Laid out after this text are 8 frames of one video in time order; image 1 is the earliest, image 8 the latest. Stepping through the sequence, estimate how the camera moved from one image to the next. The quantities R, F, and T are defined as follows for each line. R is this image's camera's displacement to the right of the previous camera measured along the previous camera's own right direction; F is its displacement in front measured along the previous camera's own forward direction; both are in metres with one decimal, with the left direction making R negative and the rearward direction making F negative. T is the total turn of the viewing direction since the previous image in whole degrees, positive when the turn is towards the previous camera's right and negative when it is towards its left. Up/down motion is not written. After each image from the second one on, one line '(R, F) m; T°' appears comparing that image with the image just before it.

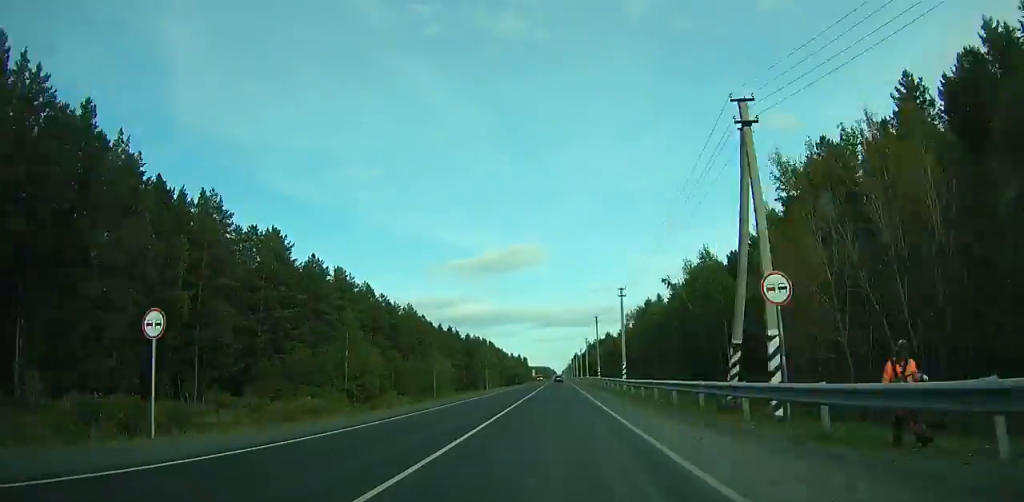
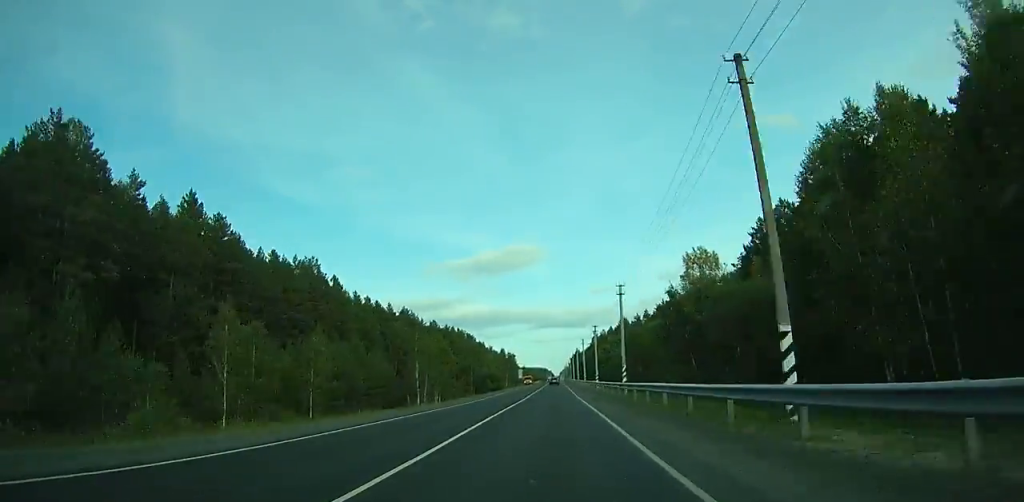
(+0.9, +65.2) m; +1°
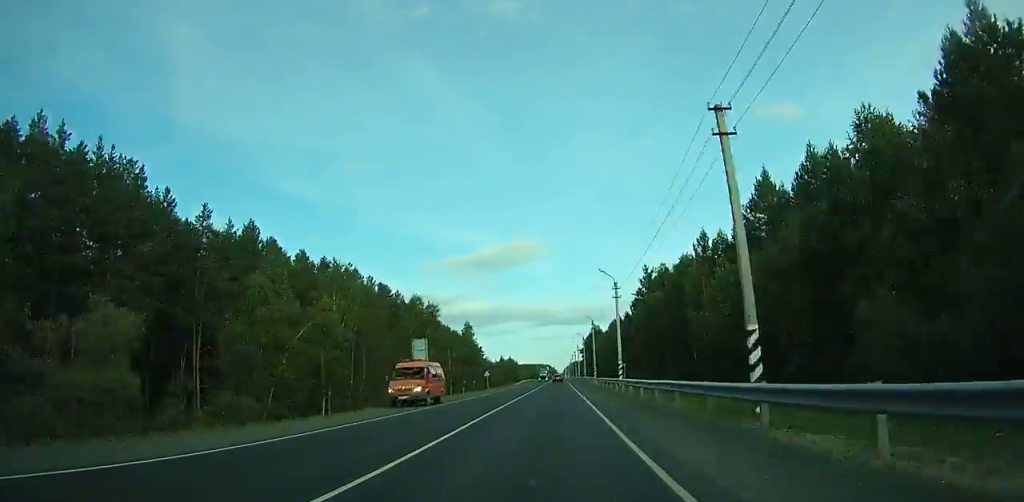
(-0.2, +118.8) m; 0°
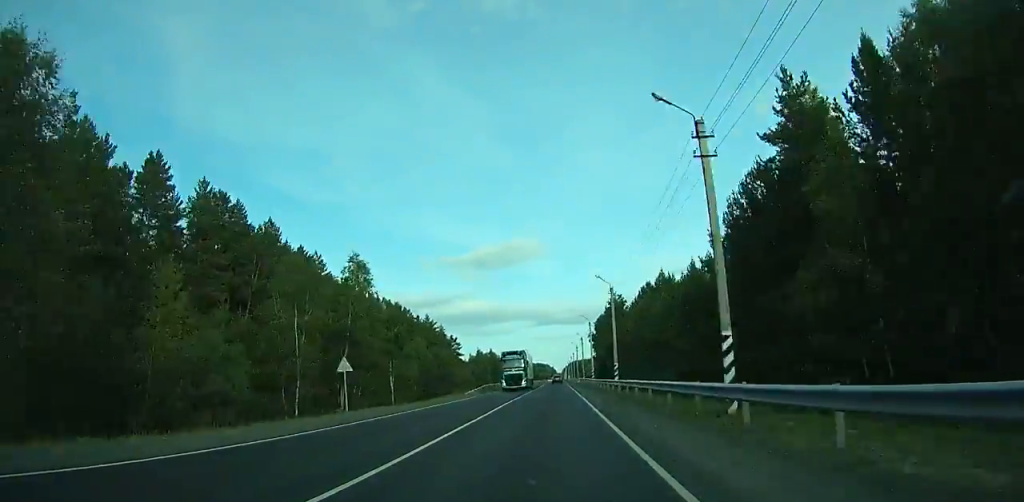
(0.0, +58.7) m; 0°
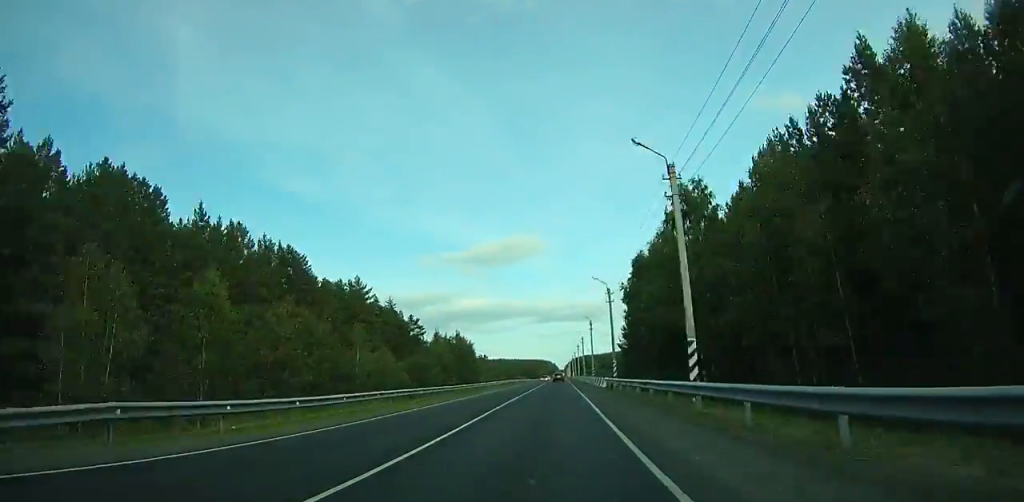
(+0.1, +55.7) m; 0°
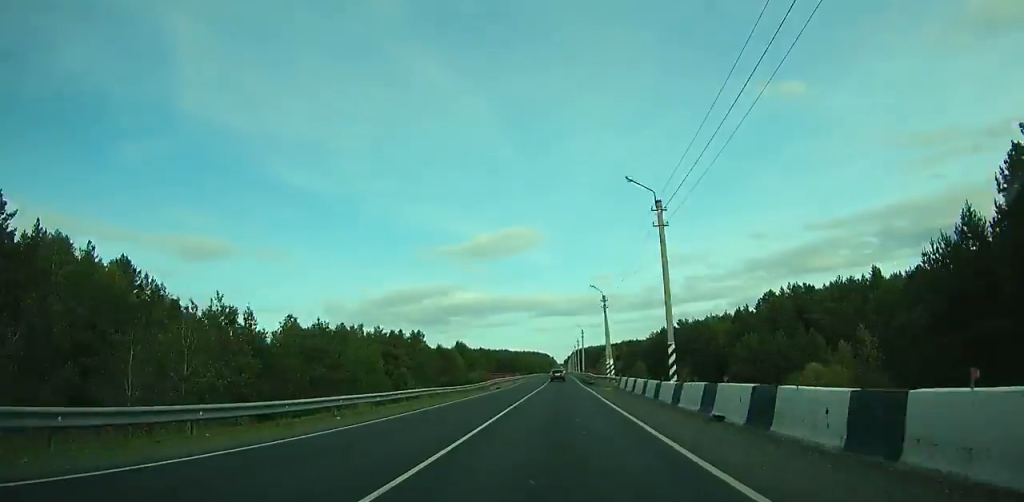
(0.0, +142.9) m; 0°
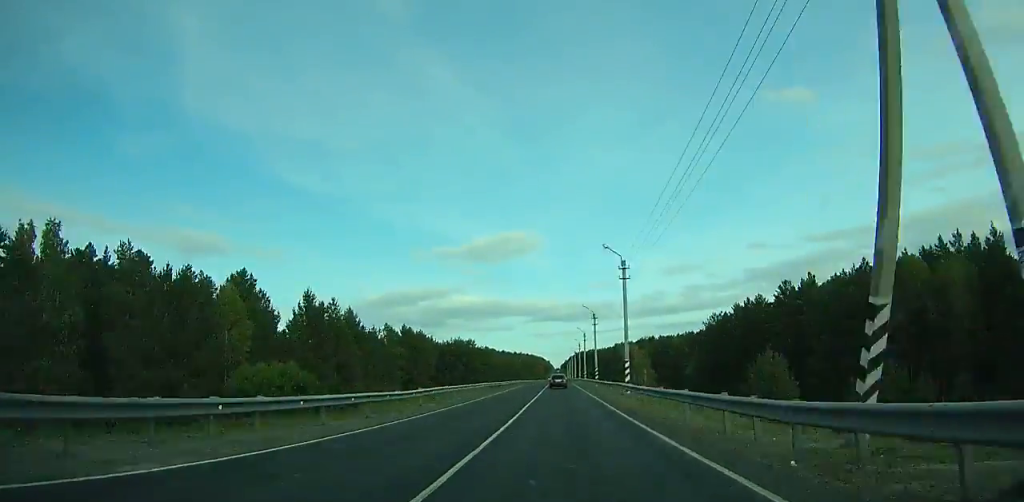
(+0.4, +101.9) m; 0°
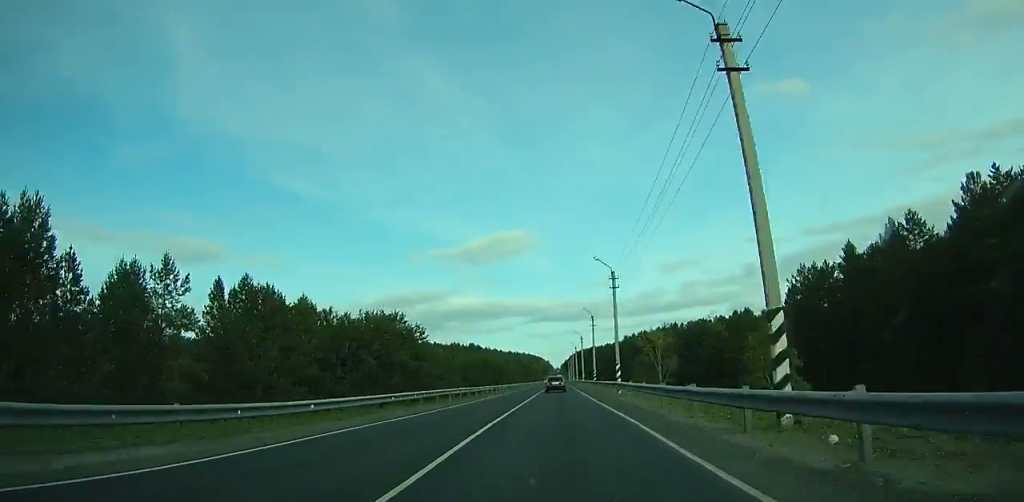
(+0.1, +56.5) m; 0°
